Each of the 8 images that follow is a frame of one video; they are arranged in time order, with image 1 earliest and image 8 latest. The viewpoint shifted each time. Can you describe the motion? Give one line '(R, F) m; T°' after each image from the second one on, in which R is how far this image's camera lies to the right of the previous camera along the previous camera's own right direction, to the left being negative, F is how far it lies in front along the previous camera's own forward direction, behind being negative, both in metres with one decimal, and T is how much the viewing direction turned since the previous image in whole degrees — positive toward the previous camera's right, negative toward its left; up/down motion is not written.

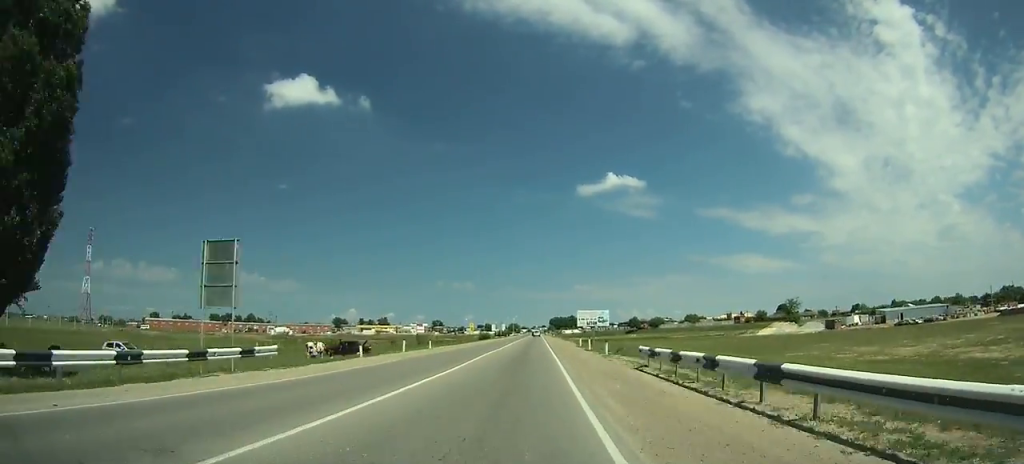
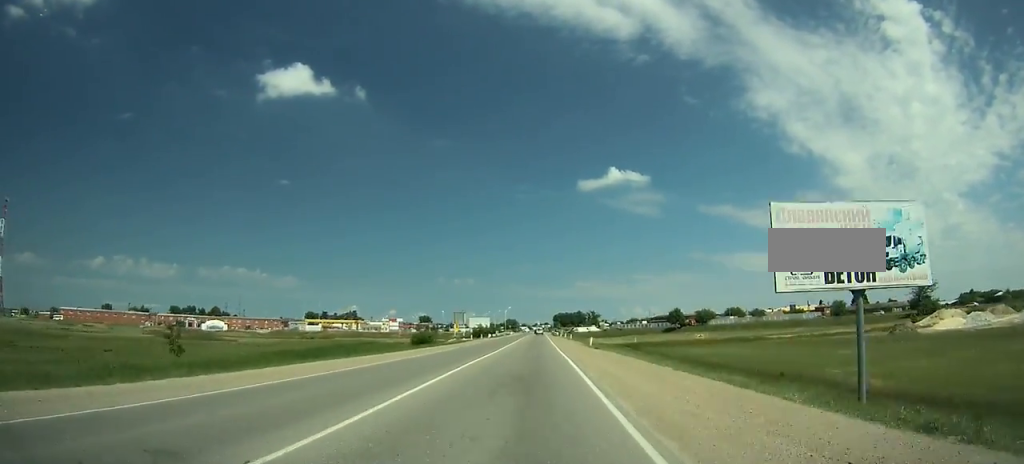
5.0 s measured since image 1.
(-0.5, +96.0) m; 0°
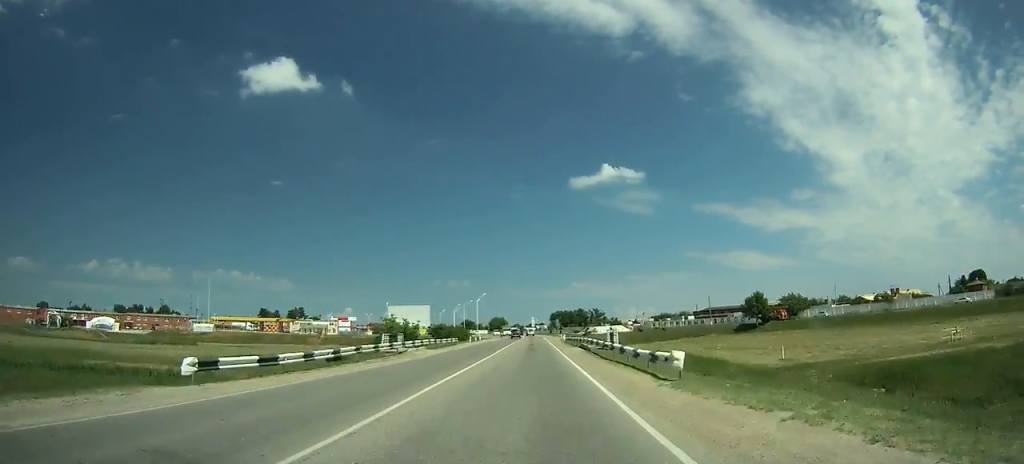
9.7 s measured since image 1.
(+0.6, +91.4) m; +1°
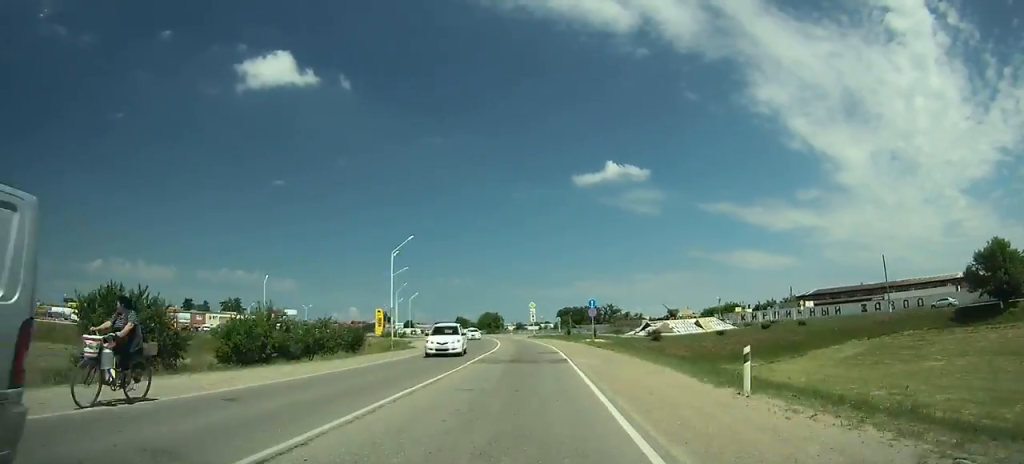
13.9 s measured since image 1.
(0.0, +80.2) m; -1°
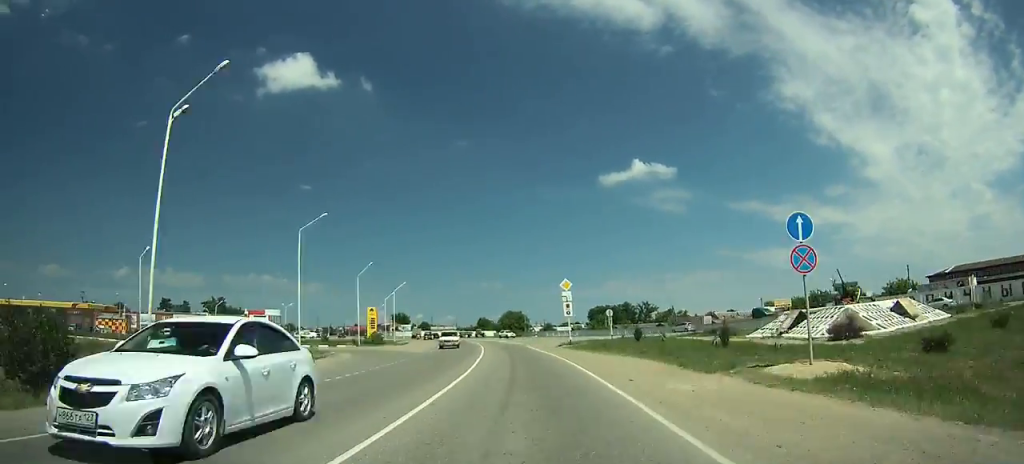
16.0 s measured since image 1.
(+0.3, +39.1) m; -3°
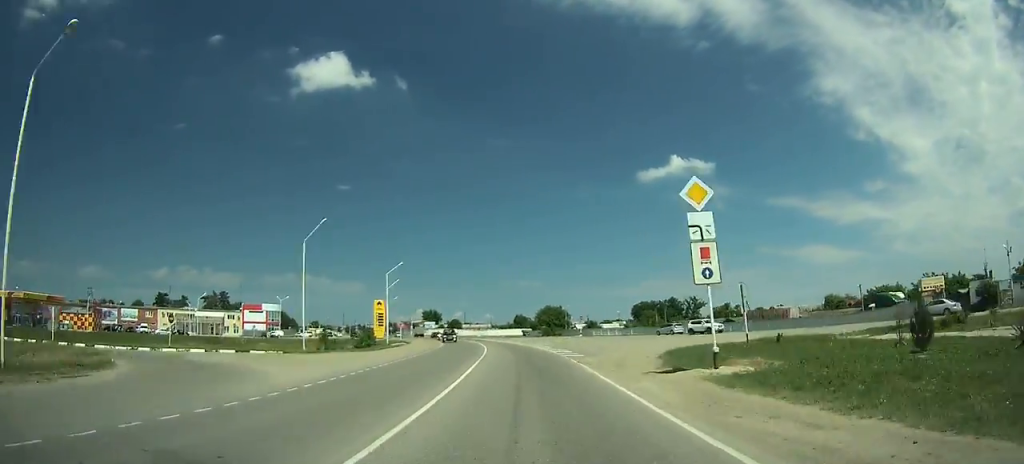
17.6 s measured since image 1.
(-1.5, +28.4) m; -4°
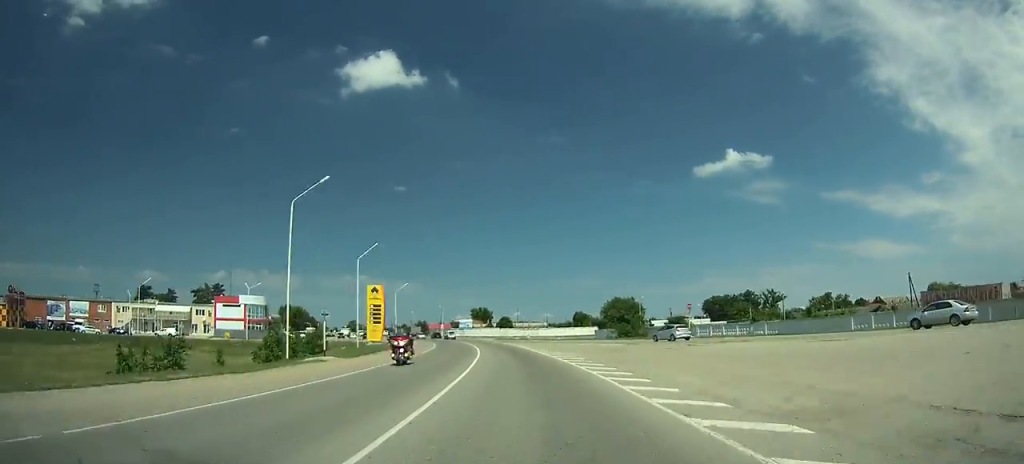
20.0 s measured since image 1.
(-1.9, +41.1) m; -6°
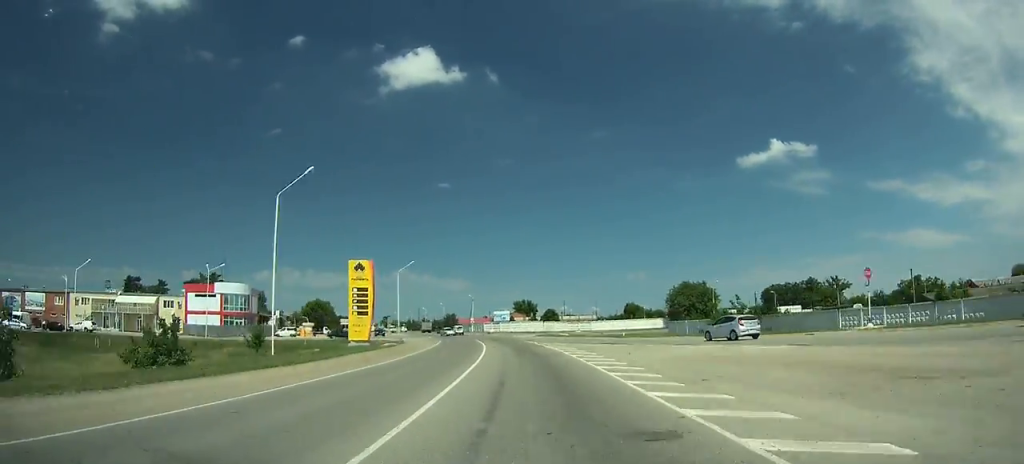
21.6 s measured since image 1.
(-0.6, +26.4) m; -4°
